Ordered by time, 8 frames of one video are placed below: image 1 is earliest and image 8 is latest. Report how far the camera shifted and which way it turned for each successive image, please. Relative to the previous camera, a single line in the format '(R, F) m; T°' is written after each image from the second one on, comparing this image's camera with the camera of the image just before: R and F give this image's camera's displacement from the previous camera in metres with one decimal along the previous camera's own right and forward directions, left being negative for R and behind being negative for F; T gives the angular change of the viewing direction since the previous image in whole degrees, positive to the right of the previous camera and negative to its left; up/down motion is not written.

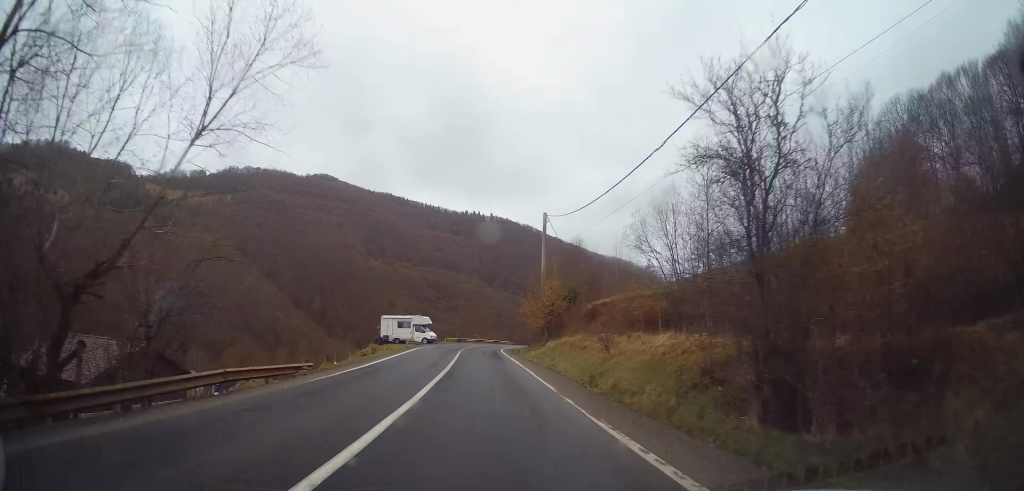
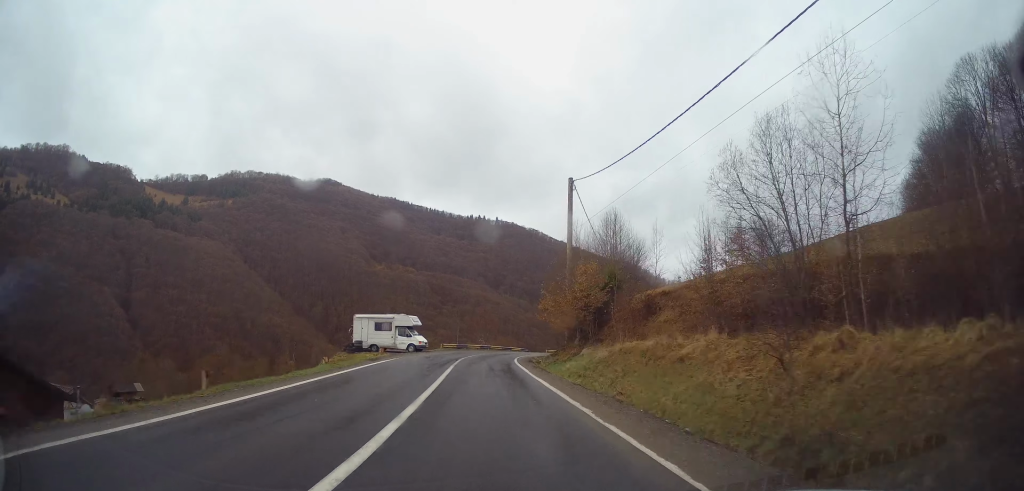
(0.0, +13.0) m; 0°
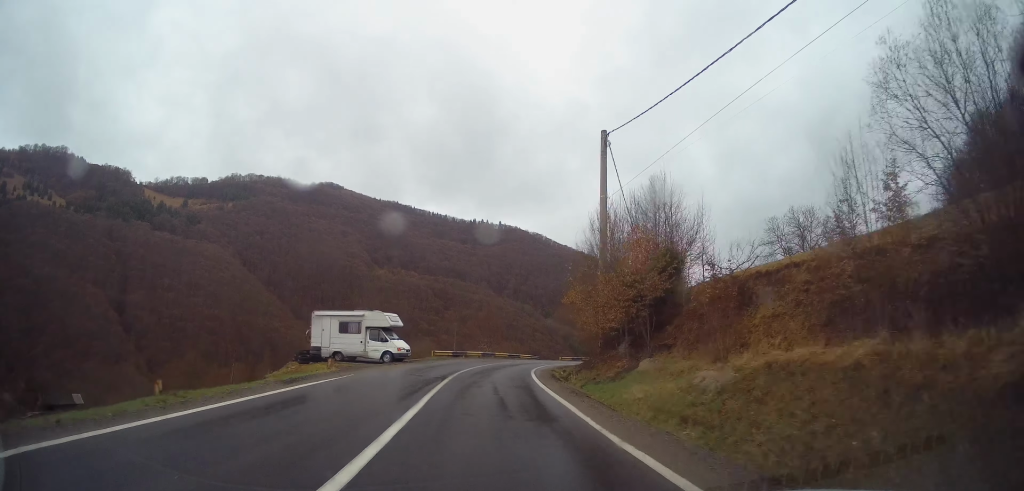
(+0.1, +10.3) m; 0°
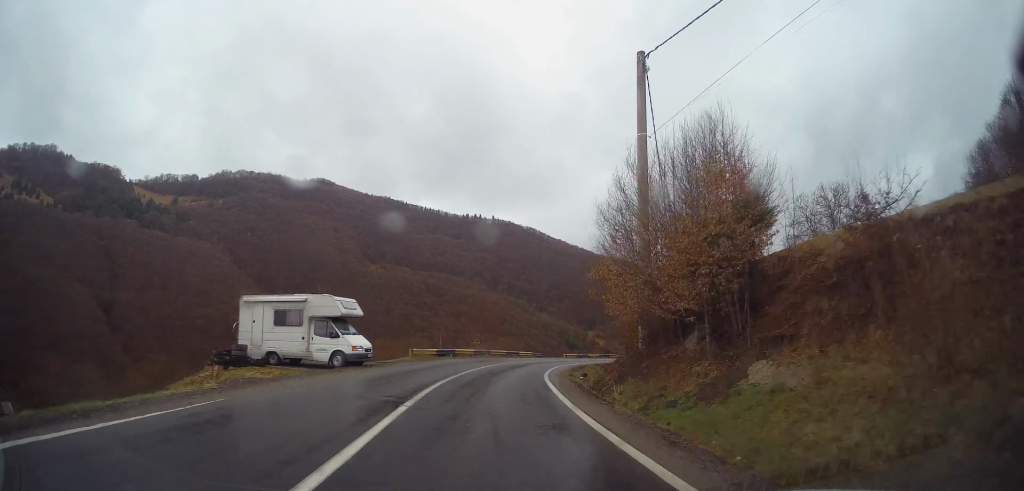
(0.0, +8.4) m; +1°
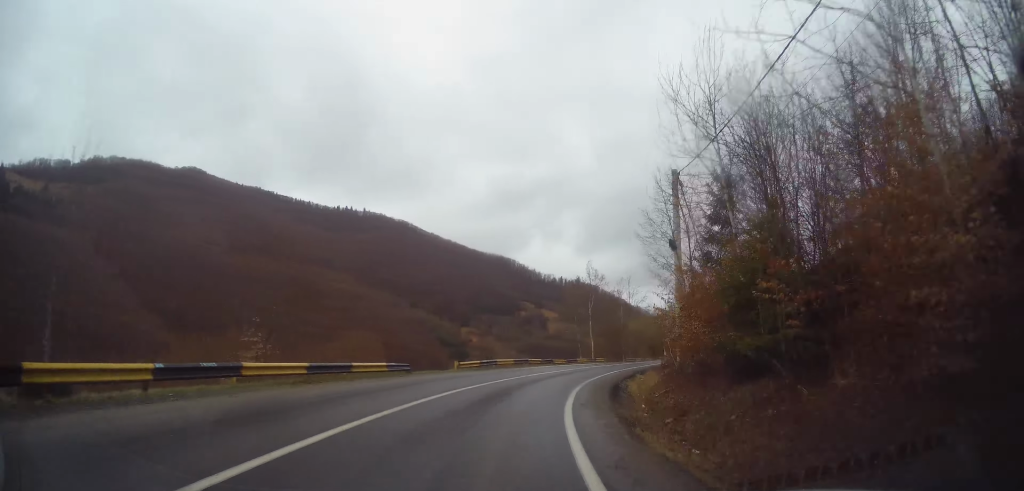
(+3.3, +28.5) m; +16°
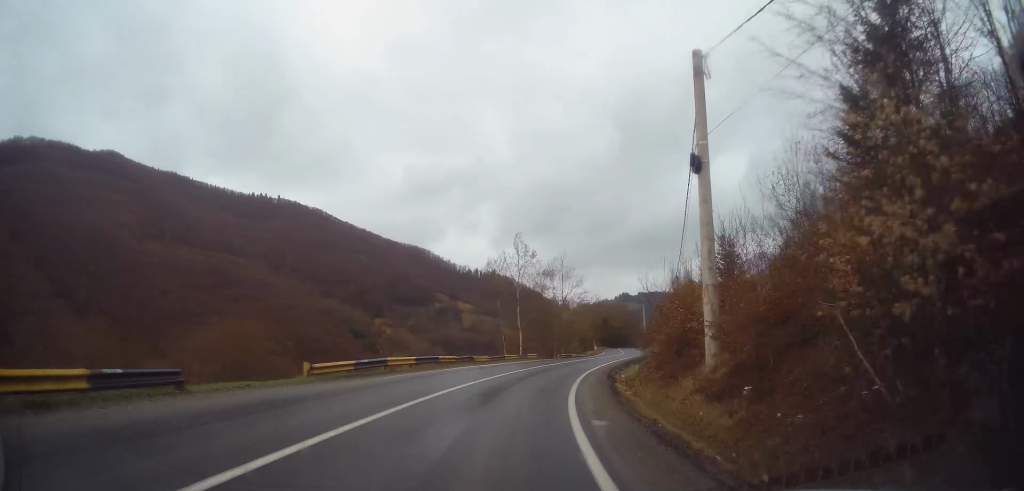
(+0.9, +13.2) m; +8°
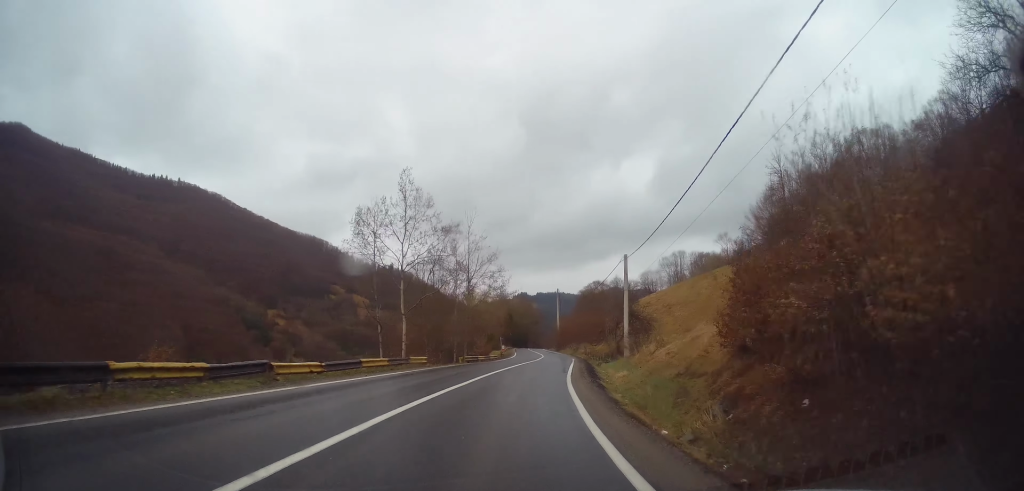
(+1.8, +19.2) m; +9°
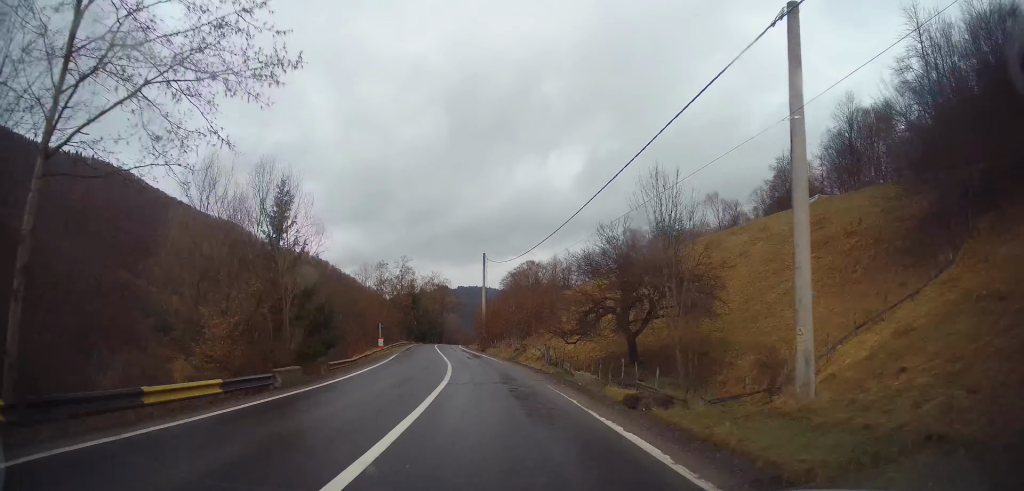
(+3.5, +41.2) m; +6°
